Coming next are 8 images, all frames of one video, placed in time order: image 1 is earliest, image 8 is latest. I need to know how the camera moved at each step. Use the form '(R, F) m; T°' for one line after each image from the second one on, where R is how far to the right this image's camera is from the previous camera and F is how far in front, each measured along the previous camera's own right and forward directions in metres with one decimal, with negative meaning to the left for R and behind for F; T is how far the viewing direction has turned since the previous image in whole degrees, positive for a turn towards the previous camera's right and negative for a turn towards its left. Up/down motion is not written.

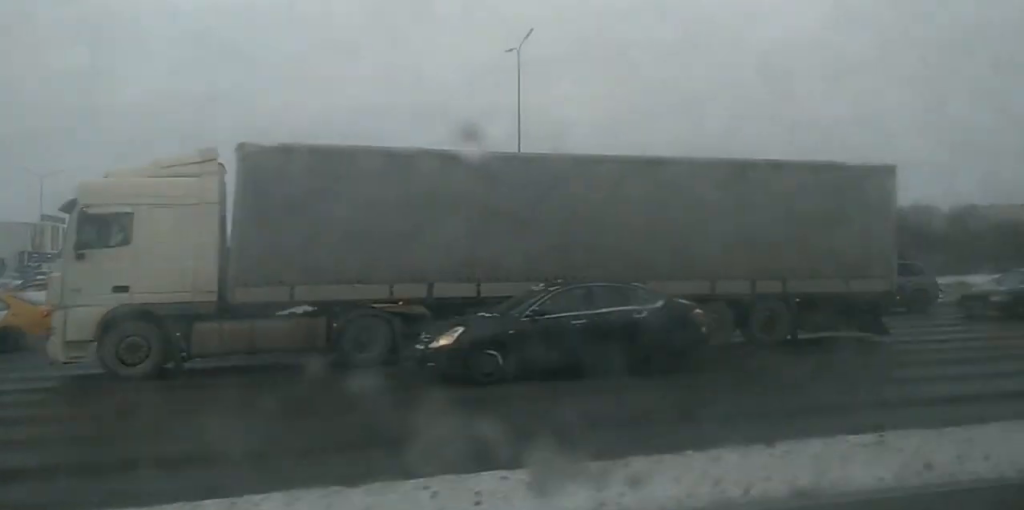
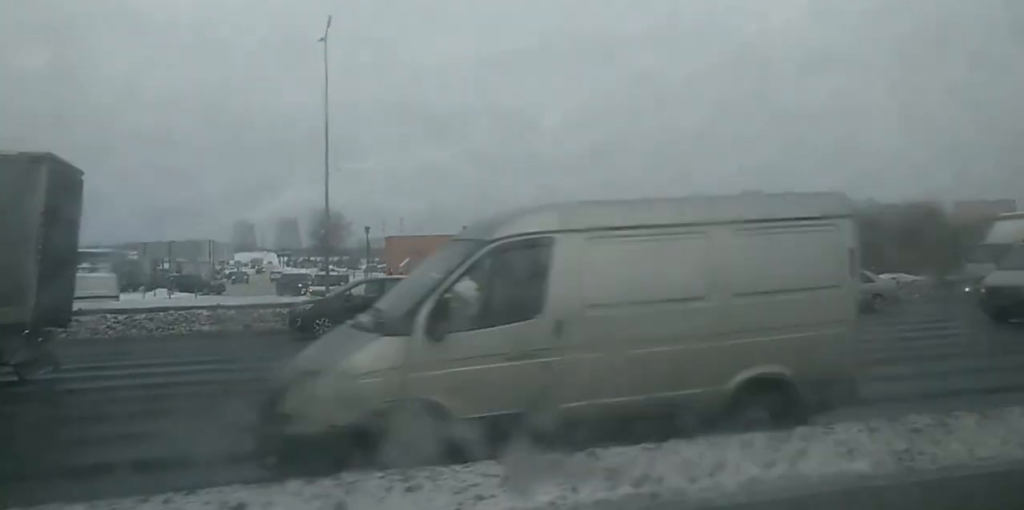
(+0.3, +7.2) m; 0°
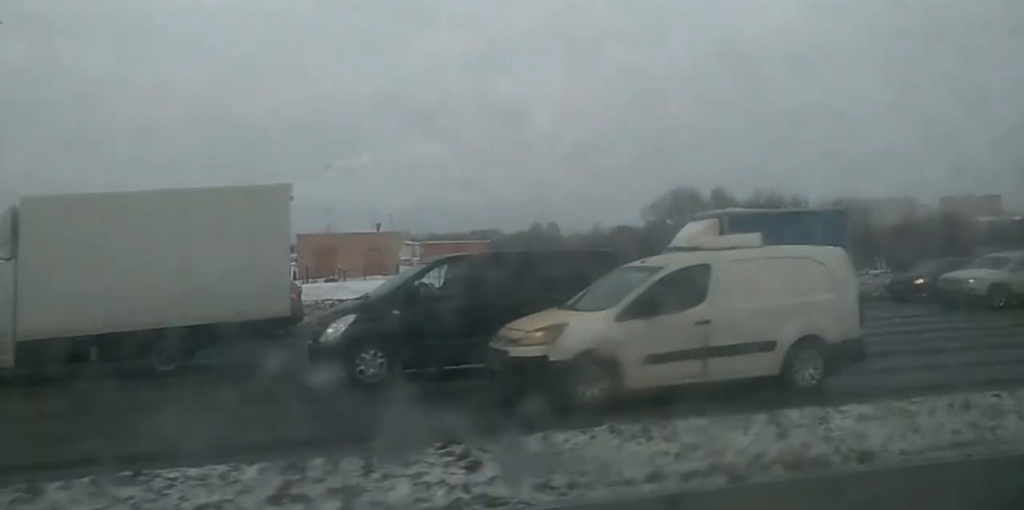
(-0.4, +10.1) m; 0°
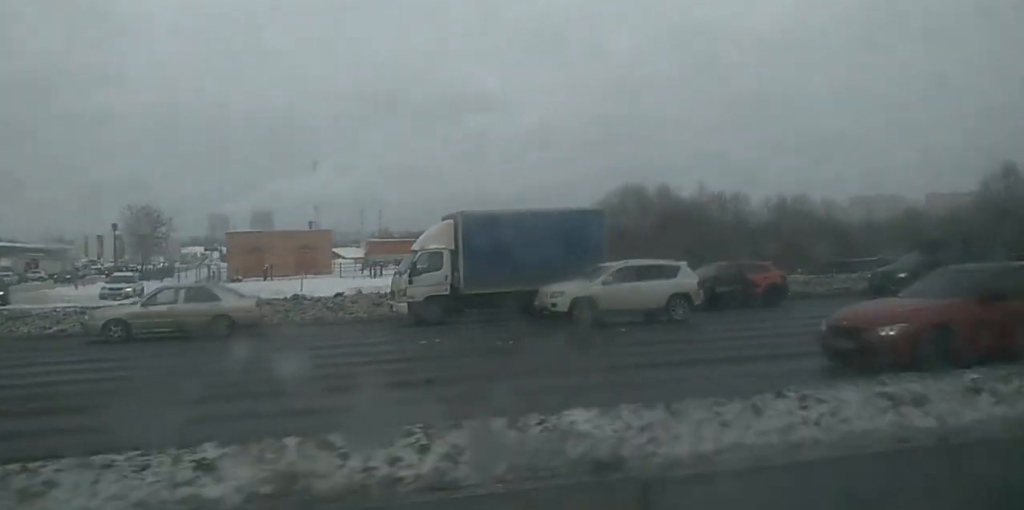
(+0.4, +6.8) m; +3°
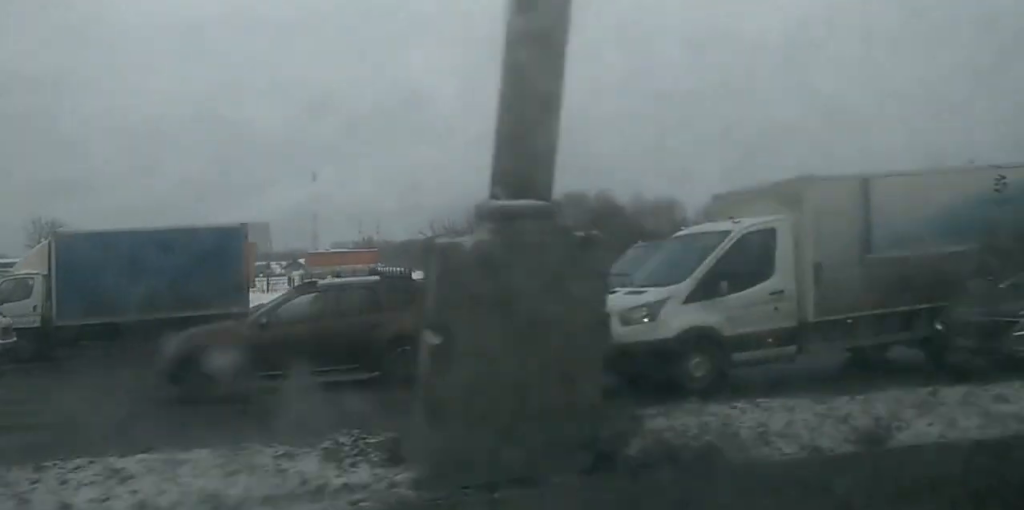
(+0.1, +8.9) m; -2°
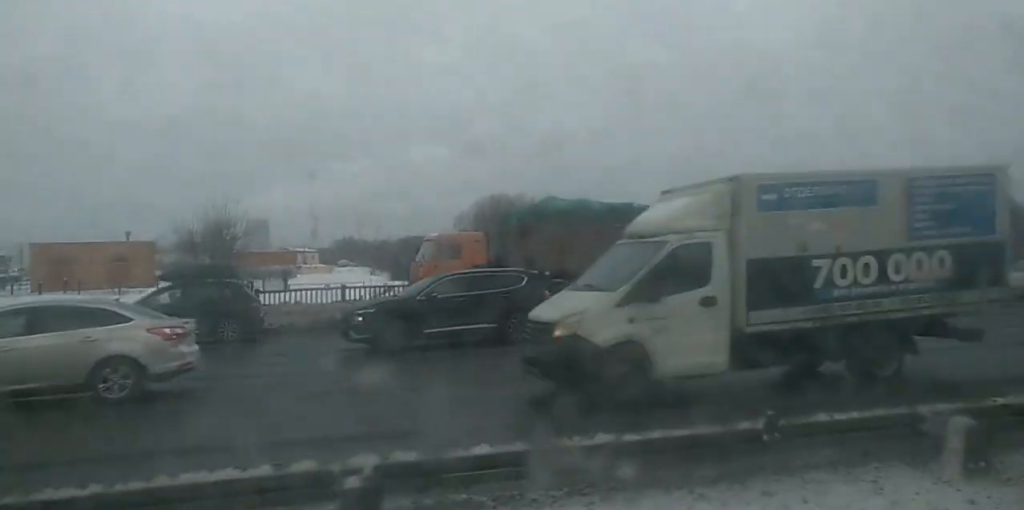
(-0.8, +12.3) m; -2°
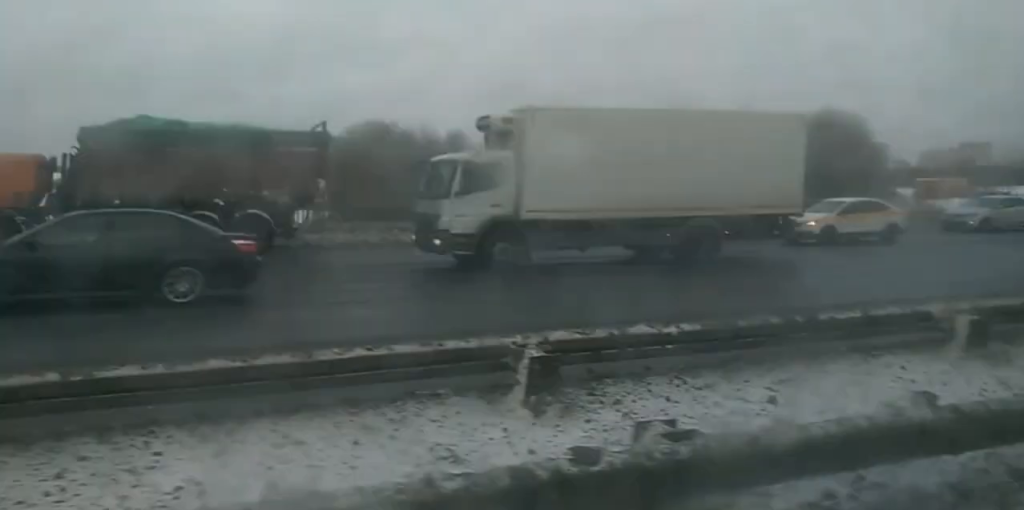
(+0.3, +8.0) m; +2°
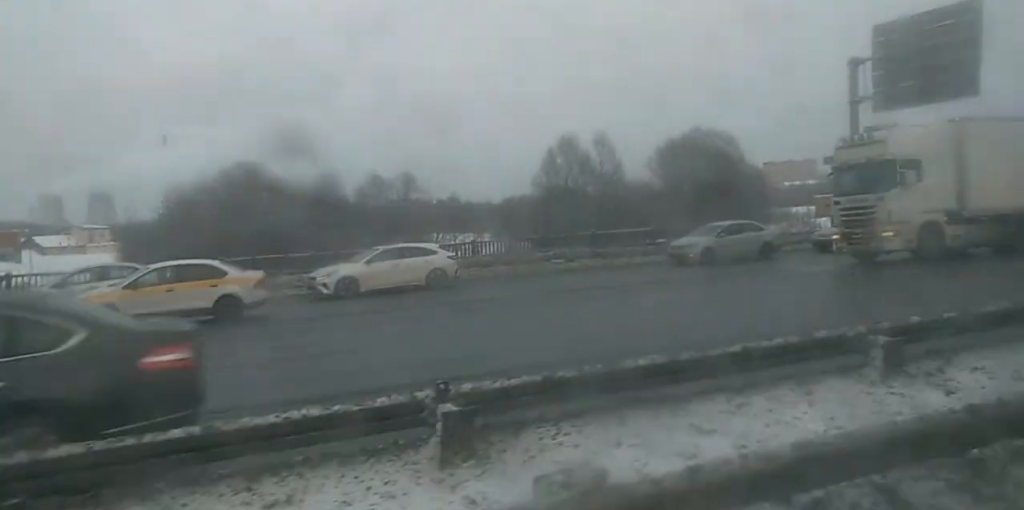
(-0.1, +9.1) m; -3°
